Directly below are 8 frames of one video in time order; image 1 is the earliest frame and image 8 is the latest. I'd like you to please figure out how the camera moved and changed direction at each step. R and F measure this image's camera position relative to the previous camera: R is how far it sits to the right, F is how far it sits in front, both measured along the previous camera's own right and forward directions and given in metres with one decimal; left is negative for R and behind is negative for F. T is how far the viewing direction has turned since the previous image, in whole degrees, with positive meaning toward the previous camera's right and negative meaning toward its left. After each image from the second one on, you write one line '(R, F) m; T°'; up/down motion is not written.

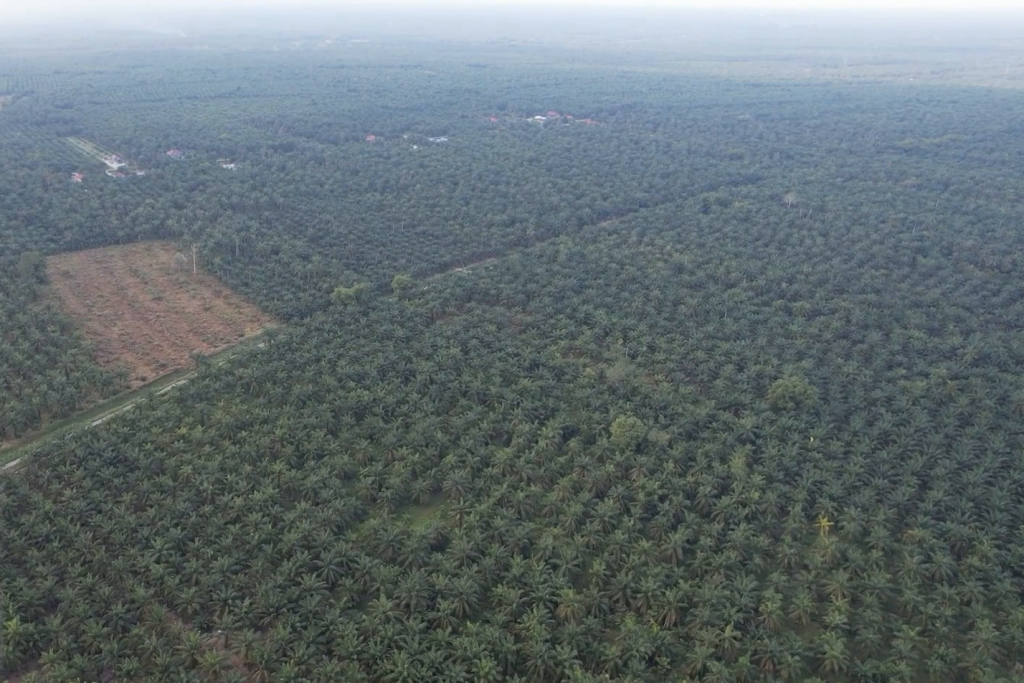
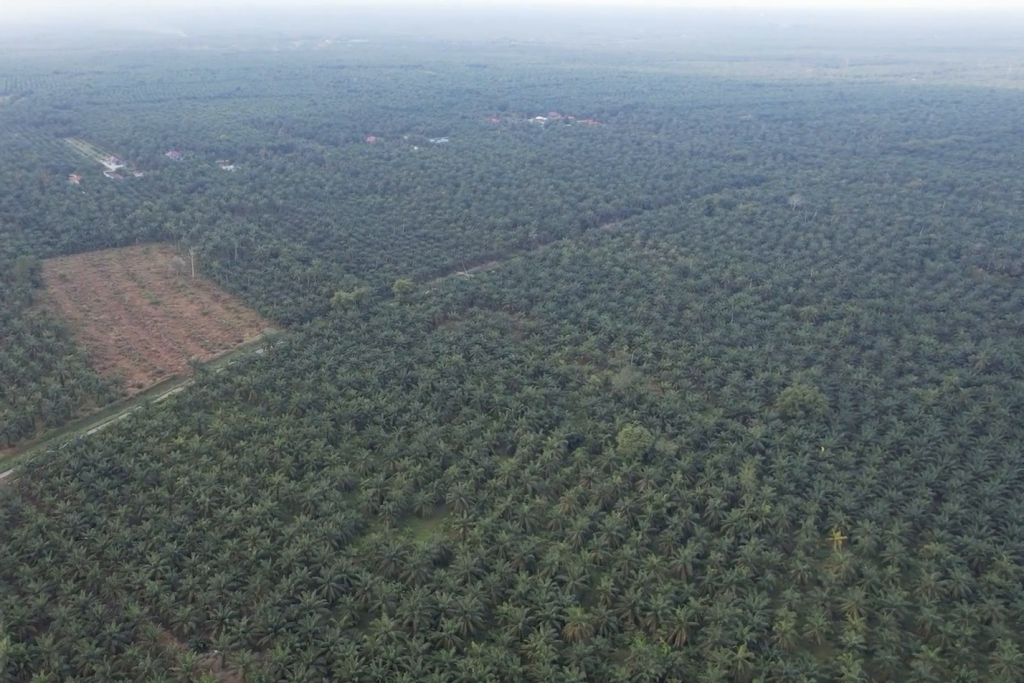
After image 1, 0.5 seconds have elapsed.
(0.0, +7.7) m; 0°
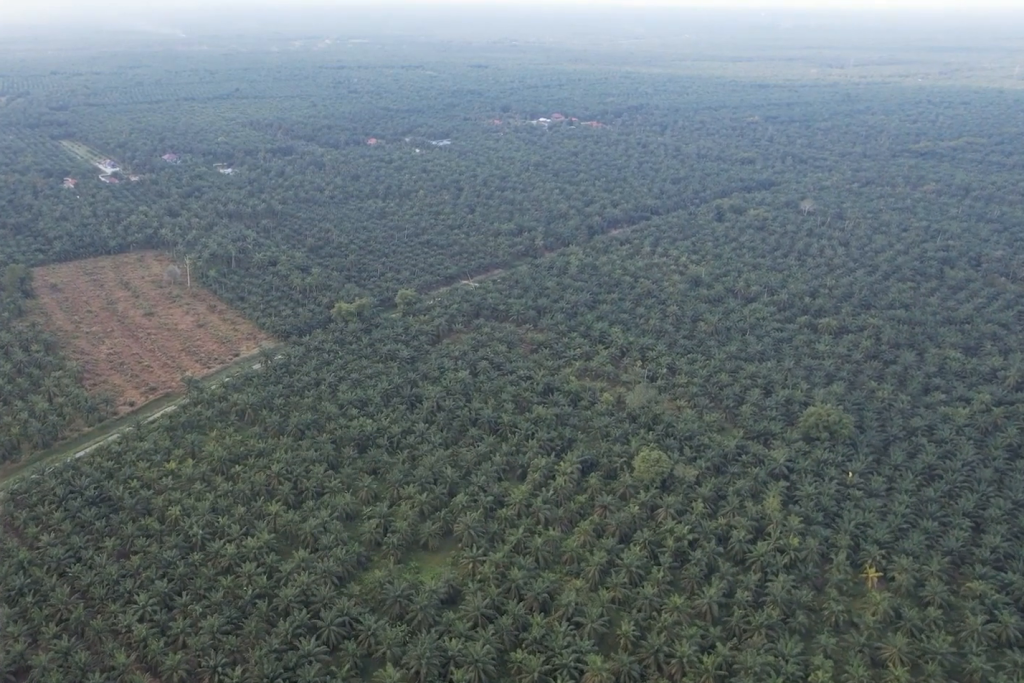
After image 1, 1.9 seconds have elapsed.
(0.0, +18.9) m; 0°
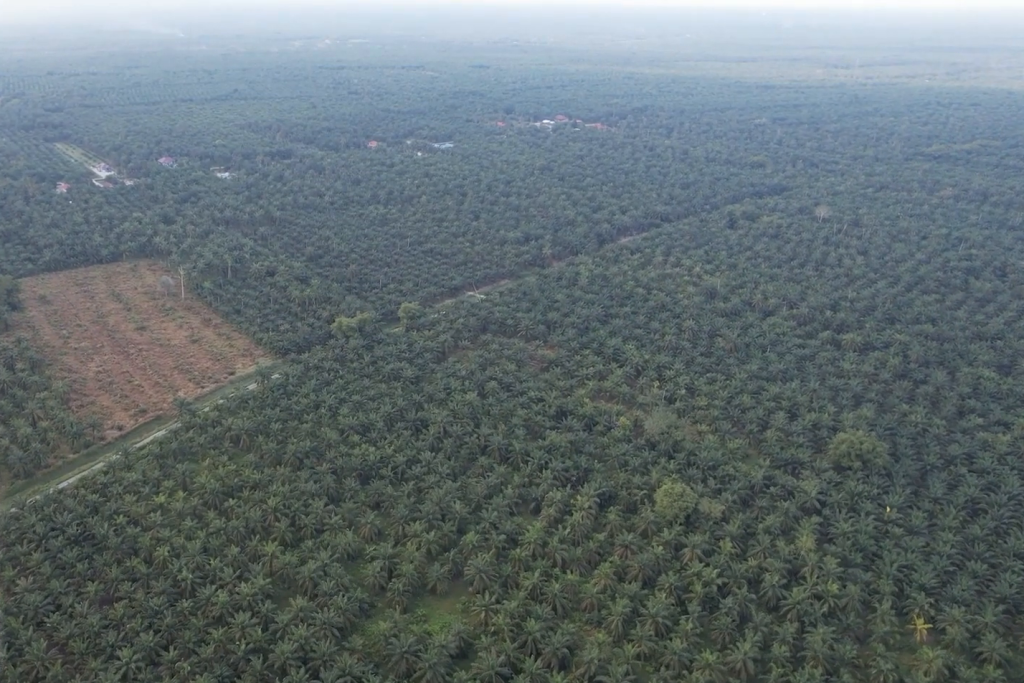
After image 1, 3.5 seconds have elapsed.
(0.0, +23.0) m; 0°
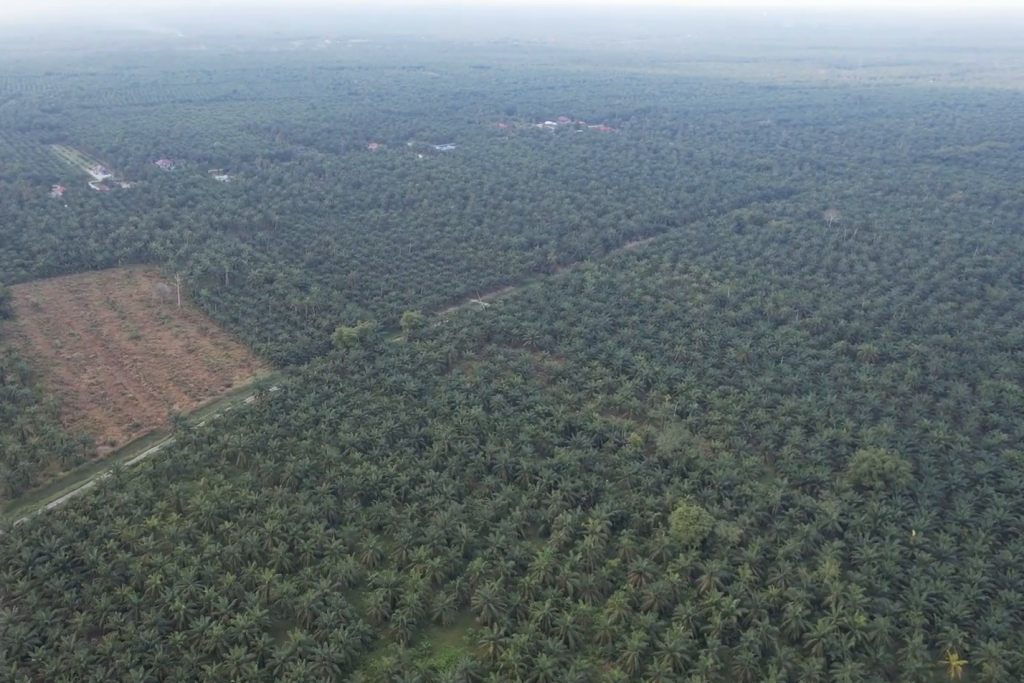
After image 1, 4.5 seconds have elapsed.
(0.0, +13.7) m; 0°
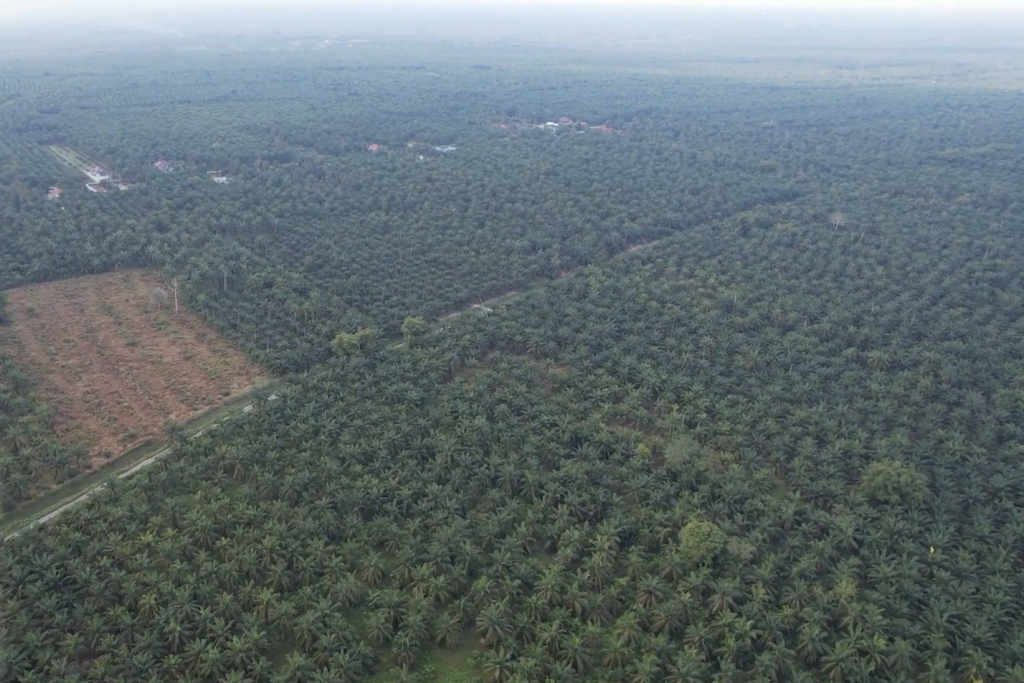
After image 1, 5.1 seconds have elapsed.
(0.0, +9.0) m; 0°
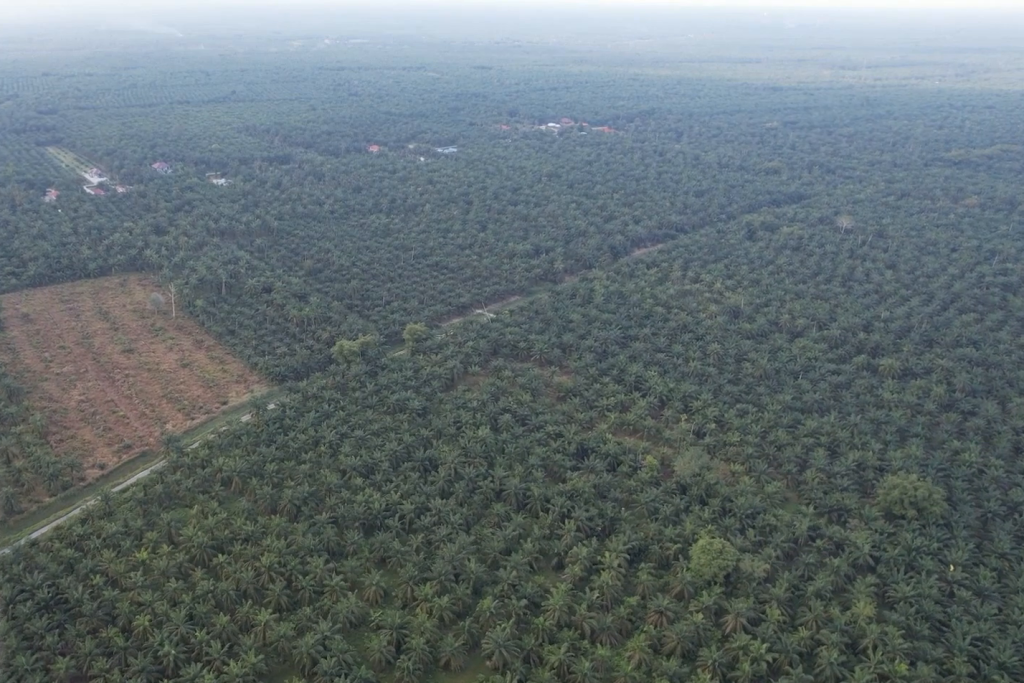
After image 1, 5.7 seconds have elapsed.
(0.0, +8.9) m; 0°
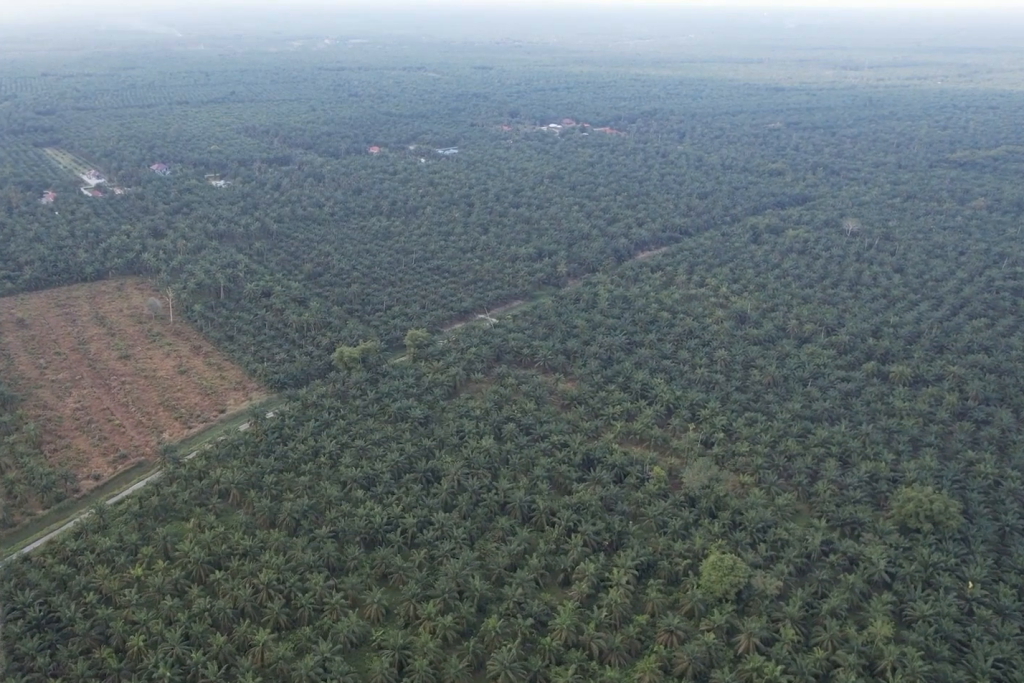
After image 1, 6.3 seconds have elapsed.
(0.0, +8.4) m; 0°
